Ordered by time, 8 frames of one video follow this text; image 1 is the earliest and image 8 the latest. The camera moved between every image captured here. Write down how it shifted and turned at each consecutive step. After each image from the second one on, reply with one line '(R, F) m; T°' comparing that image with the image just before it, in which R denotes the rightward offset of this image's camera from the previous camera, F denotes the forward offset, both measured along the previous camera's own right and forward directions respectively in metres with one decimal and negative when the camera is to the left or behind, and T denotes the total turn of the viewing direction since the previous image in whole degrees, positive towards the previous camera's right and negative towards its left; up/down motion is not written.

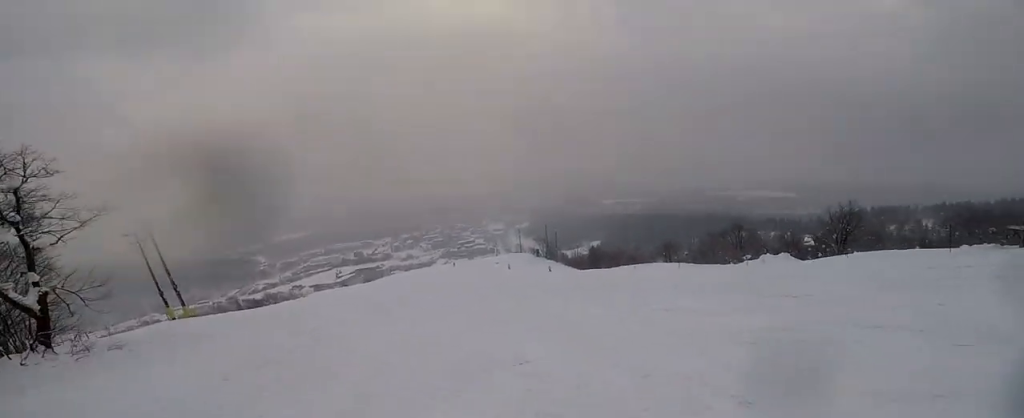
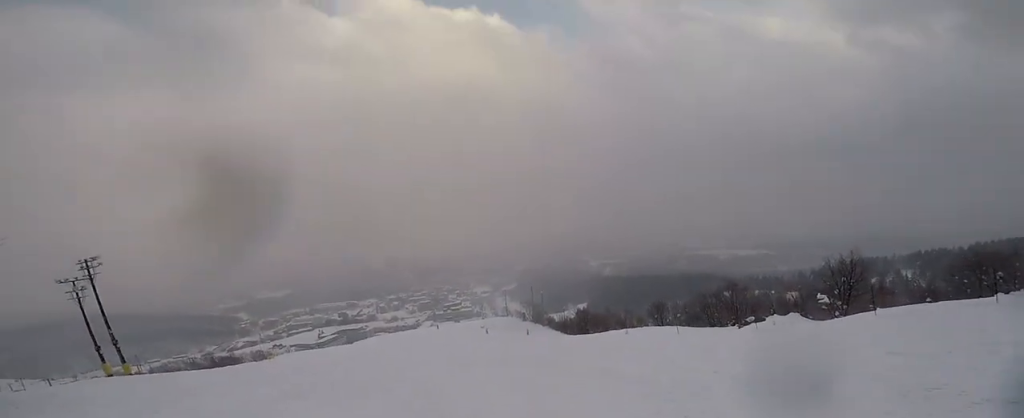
(+1.0, +4.7) m; +6°
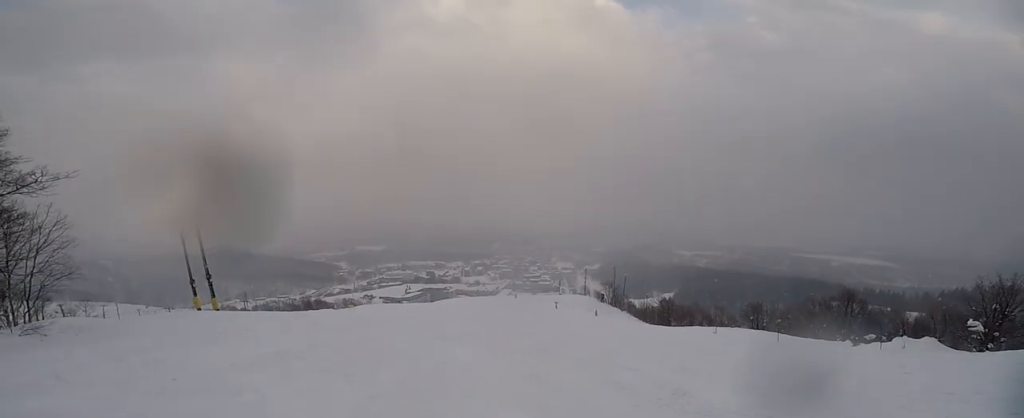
(-0.1, +2.9) m; -8°
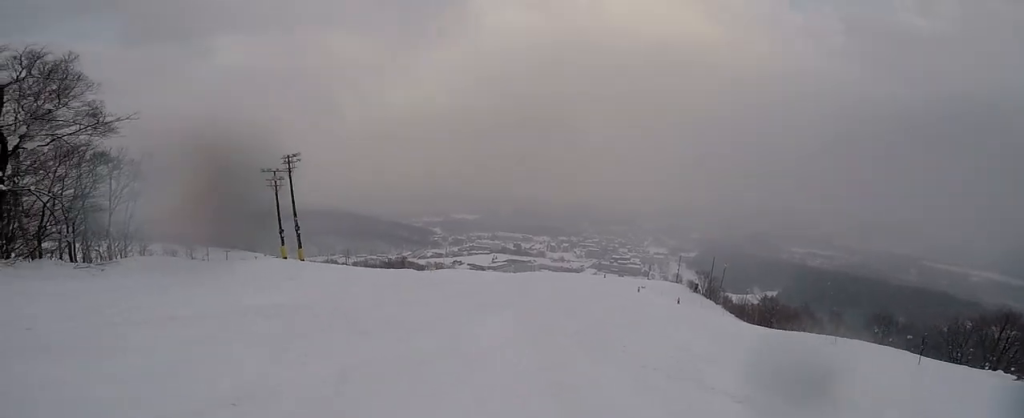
(+0.1, +3.3) m; -14°
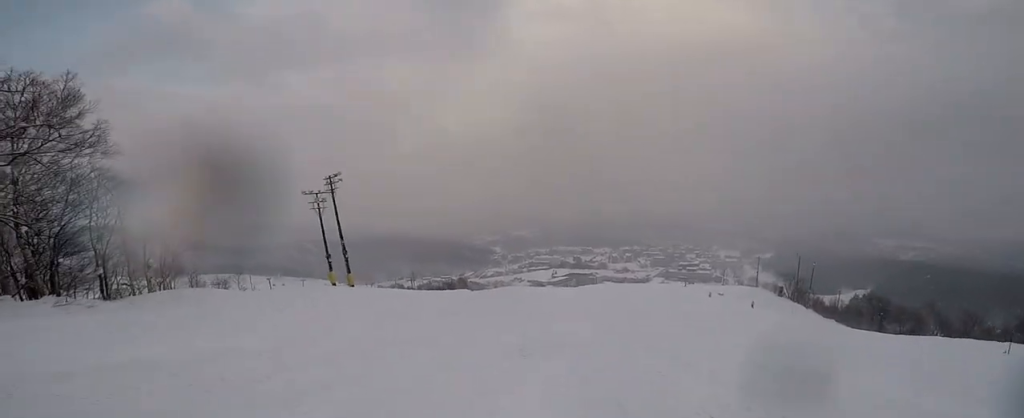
(-1.3, +4.6) m; -14°
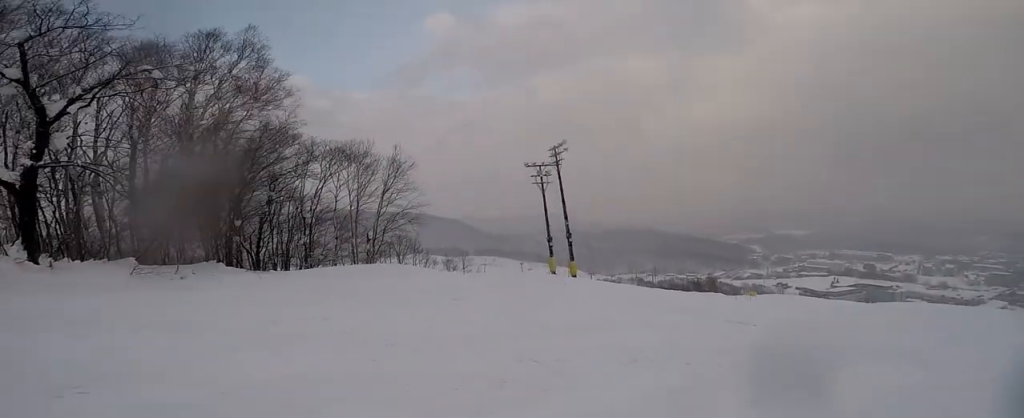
(-0.7, +9.9) m; -16°
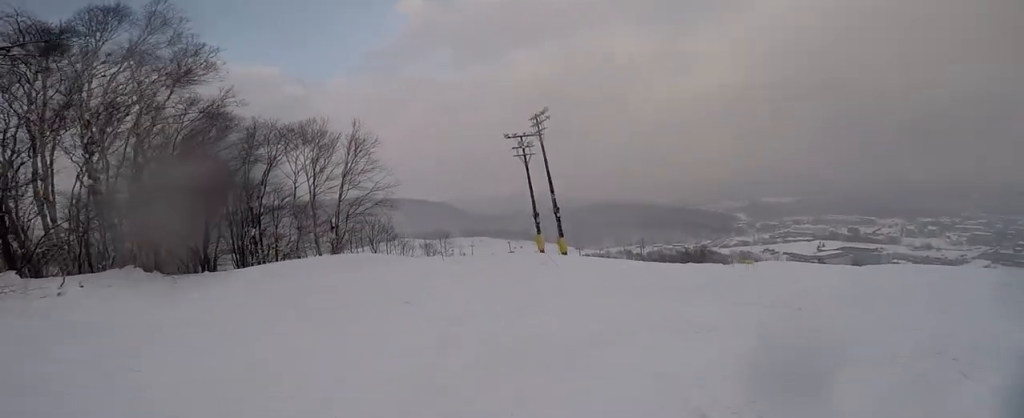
(-0.2, +2.9) m; -12°
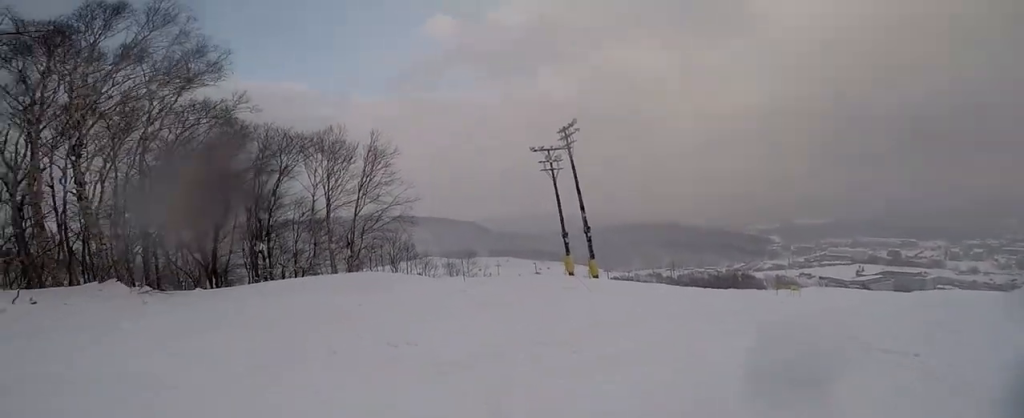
(-0.3, +2.3) m; -12°
